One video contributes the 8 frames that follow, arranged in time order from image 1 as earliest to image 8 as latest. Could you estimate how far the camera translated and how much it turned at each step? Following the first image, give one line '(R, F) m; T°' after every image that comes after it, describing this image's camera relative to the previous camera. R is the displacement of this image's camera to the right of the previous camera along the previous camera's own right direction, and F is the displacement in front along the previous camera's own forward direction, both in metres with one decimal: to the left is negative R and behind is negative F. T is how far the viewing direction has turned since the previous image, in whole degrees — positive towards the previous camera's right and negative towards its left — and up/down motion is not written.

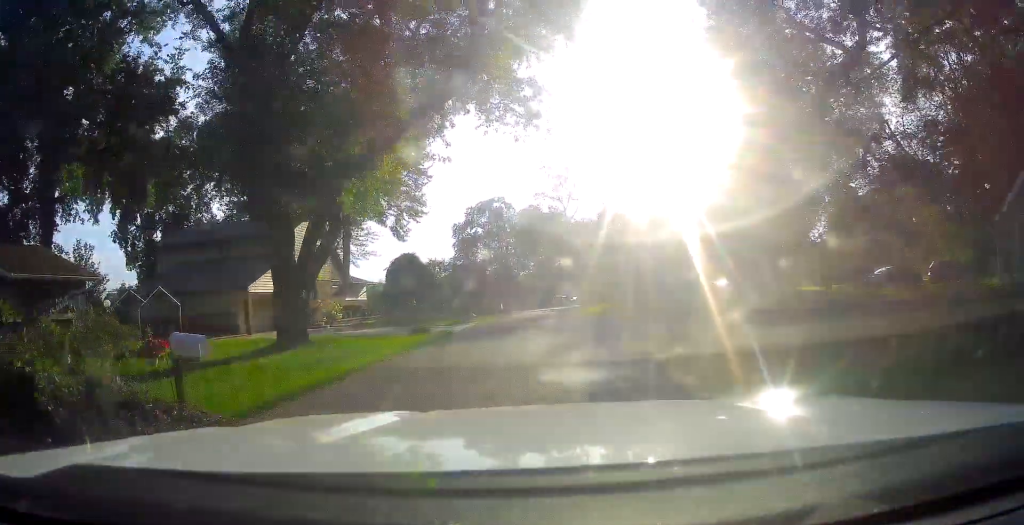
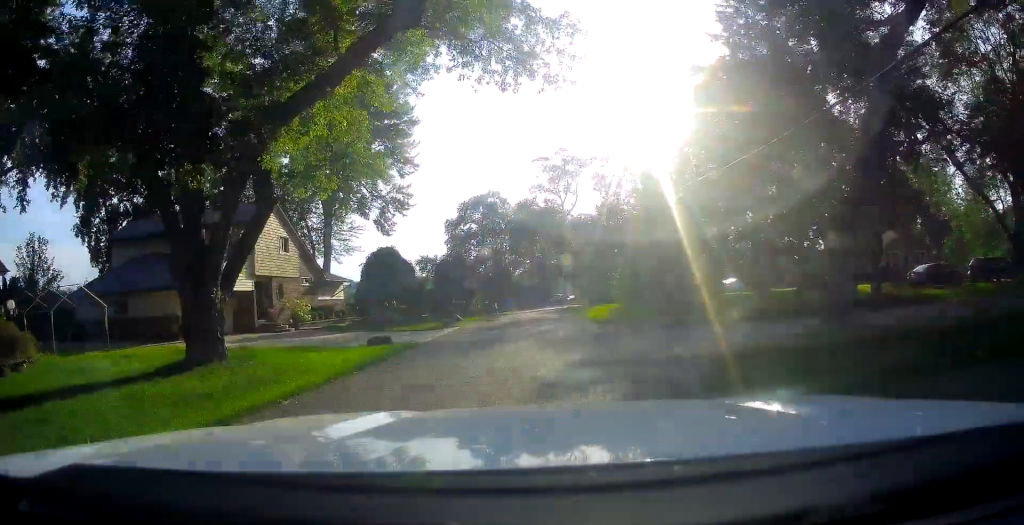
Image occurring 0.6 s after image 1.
(0.0, +5.5) m; 0°
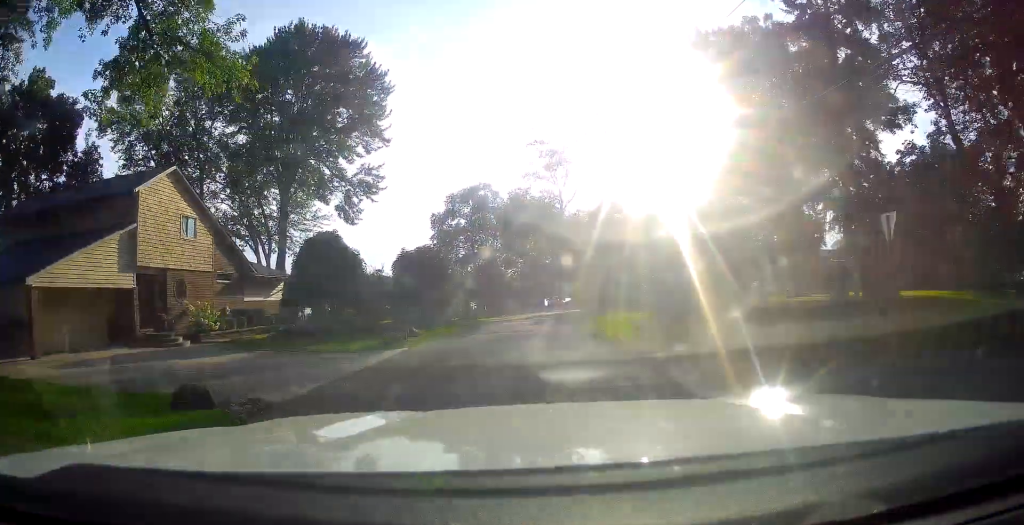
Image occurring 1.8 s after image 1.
(0.0, +10.7) m; -1°
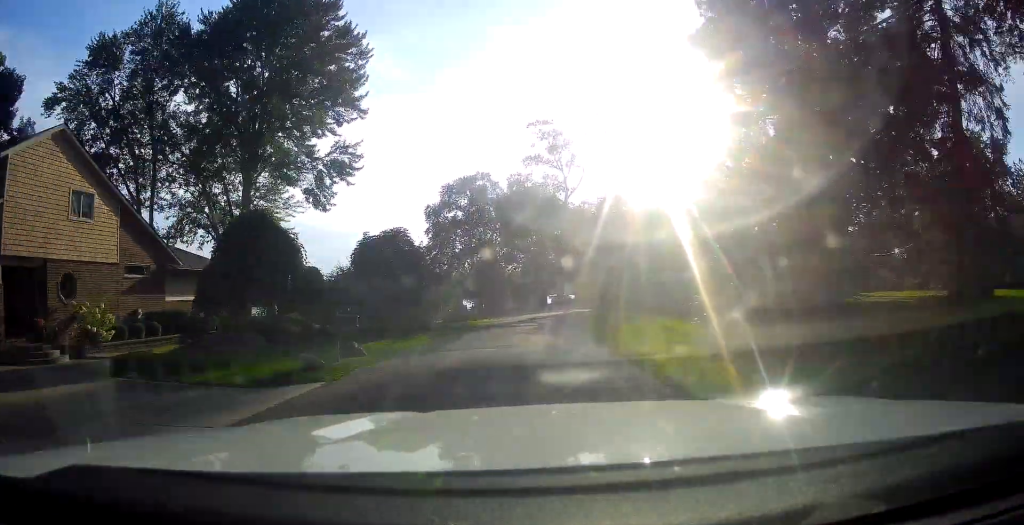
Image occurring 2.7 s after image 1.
(-0.2, +8.0) m; -1°
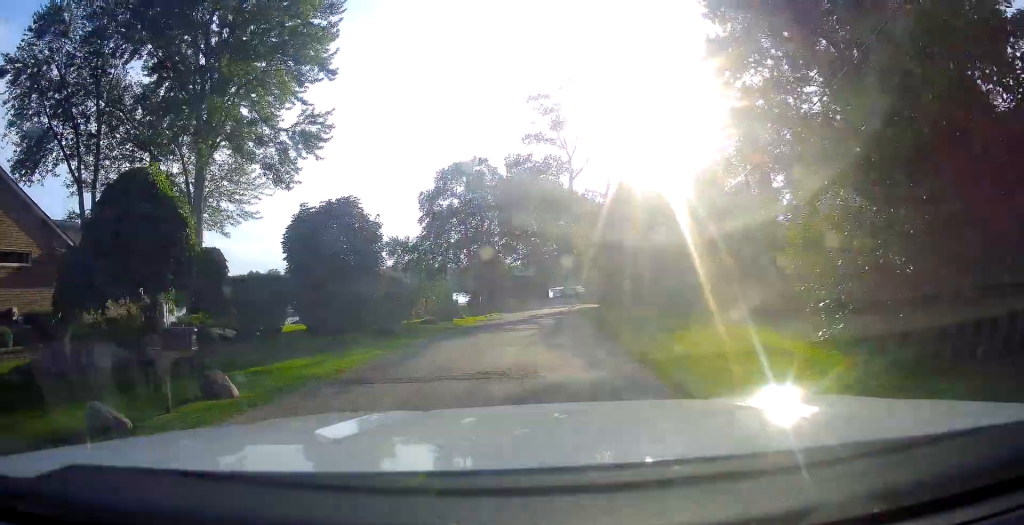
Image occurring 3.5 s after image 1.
(-0.1, +7.5) m; +1°
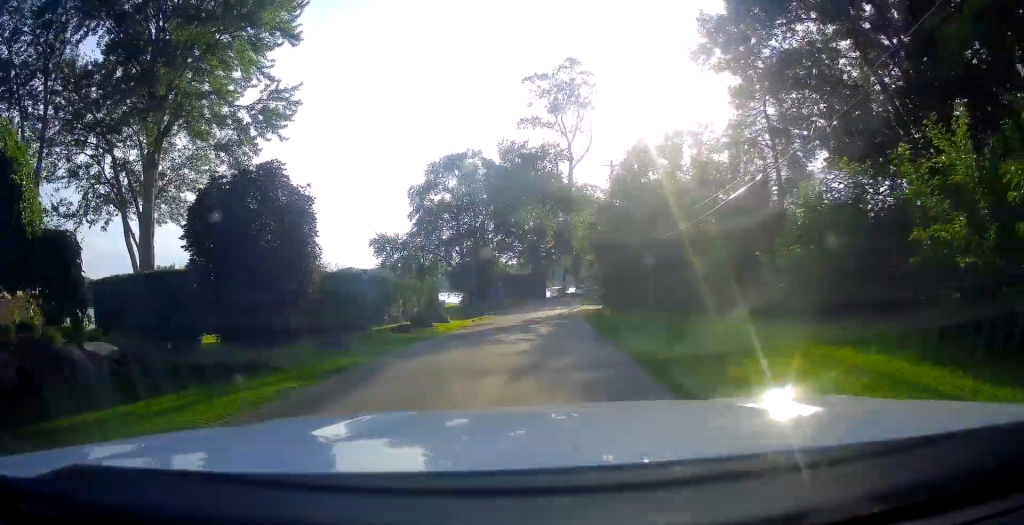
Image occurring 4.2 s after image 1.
(+0.2, +5.7) m; +2°
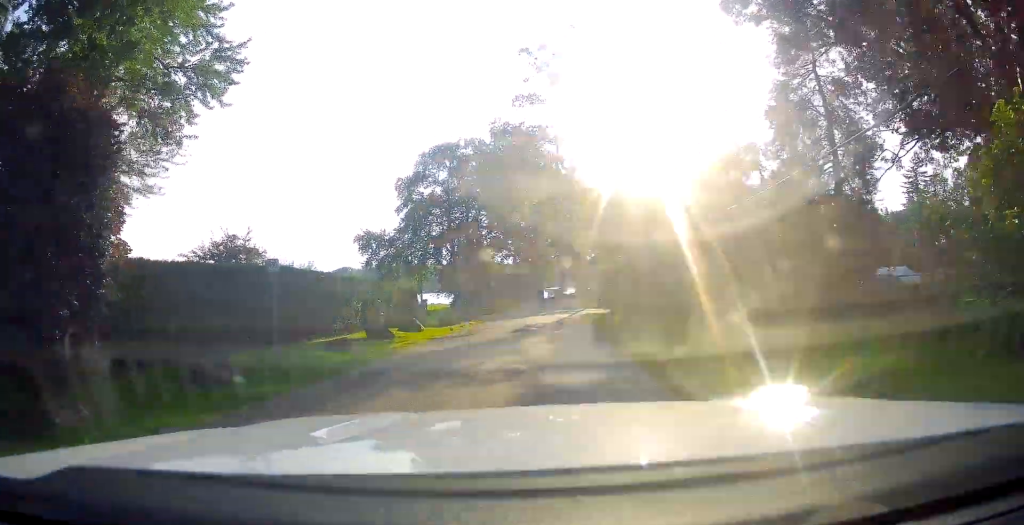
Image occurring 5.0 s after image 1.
(+0.1, +7.0) m; 0°
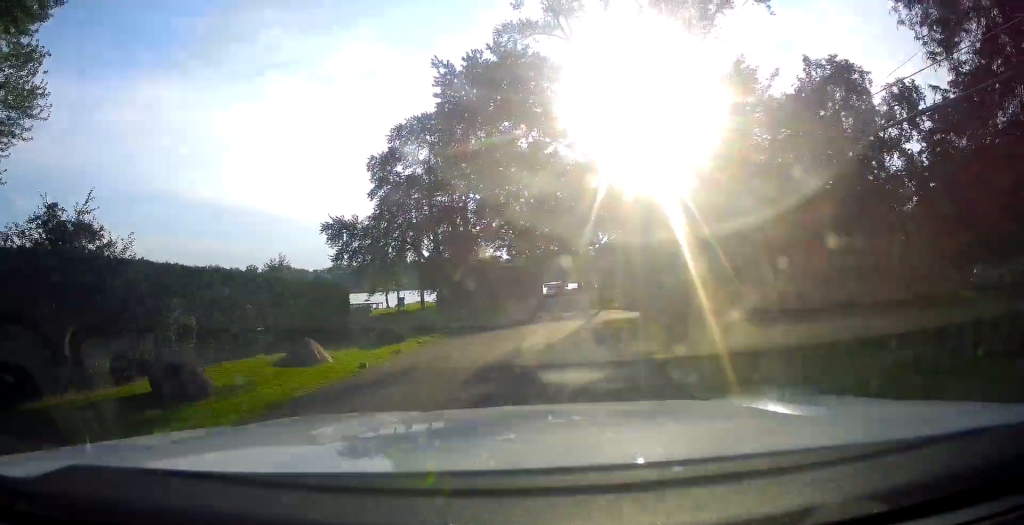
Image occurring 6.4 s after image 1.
(-0.1, +12.9) m; -2°
